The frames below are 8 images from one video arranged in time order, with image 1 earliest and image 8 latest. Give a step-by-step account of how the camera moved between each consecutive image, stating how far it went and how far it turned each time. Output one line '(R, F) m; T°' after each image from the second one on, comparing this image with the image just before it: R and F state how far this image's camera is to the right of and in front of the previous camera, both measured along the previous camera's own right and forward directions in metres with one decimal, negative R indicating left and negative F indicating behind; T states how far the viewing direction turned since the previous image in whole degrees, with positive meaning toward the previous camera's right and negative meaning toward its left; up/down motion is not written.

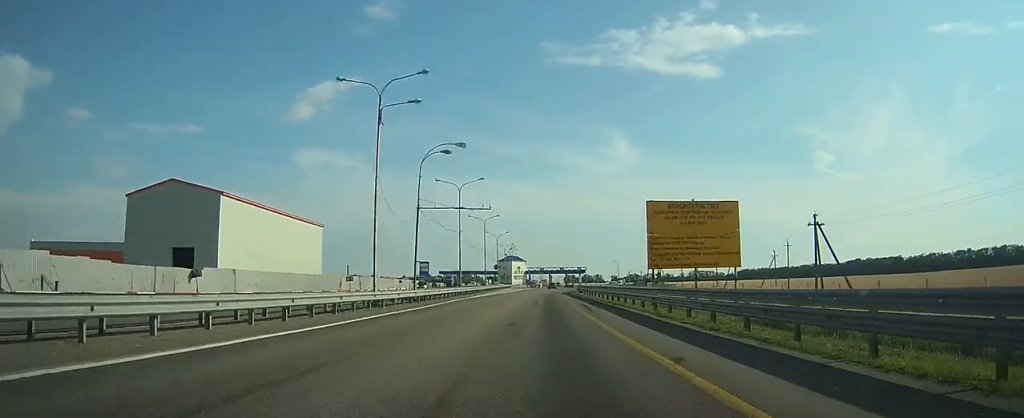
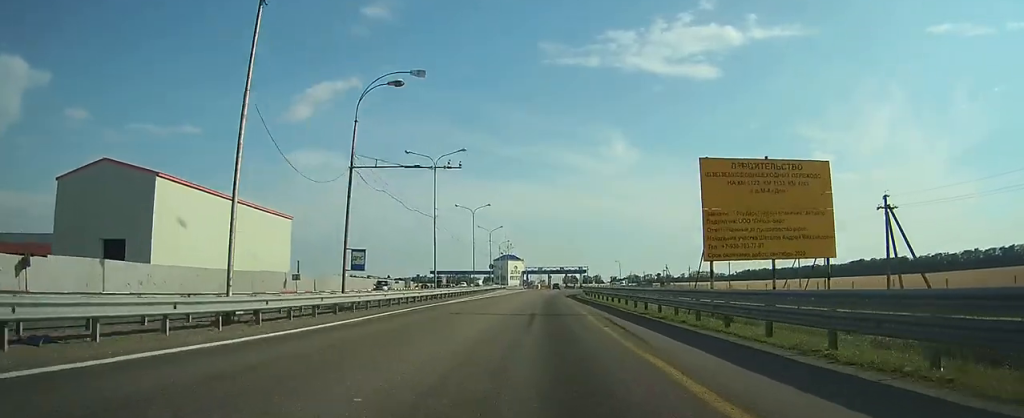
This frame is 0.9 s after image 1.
(0.0, +13.8) m; 0°
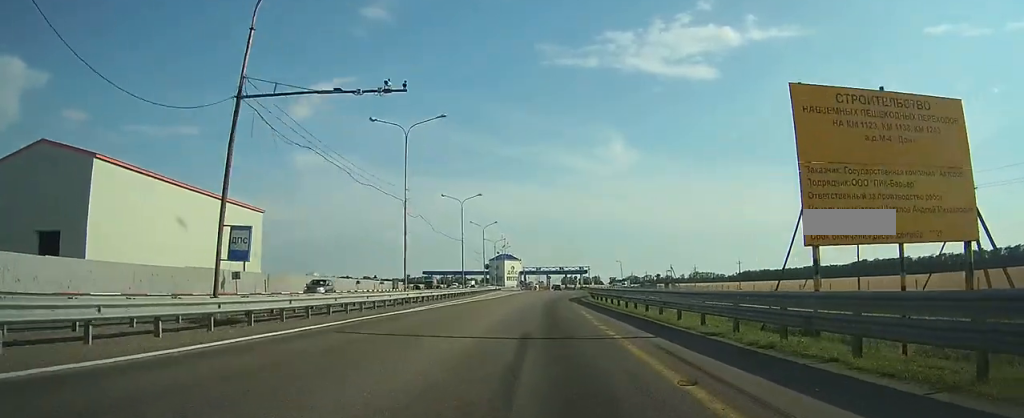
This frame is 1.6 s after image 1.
(0.0, +10.1) m; +1°
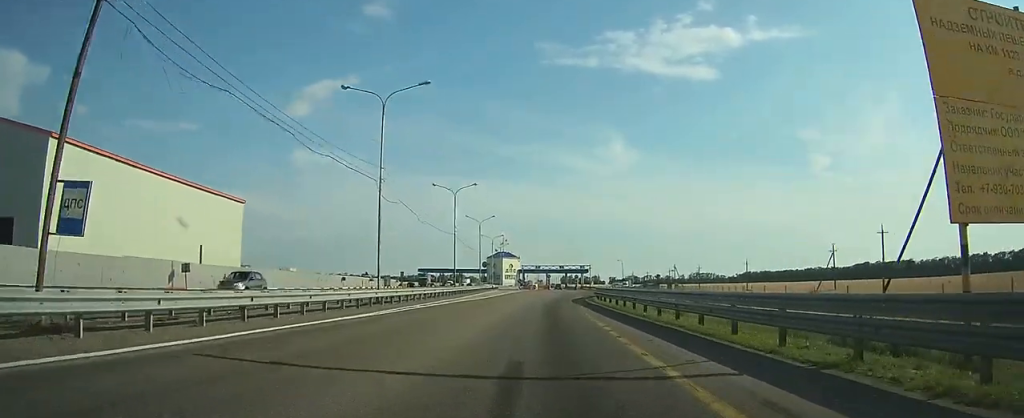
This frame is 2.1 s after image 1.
(+0.1, +6.2) m; 0°
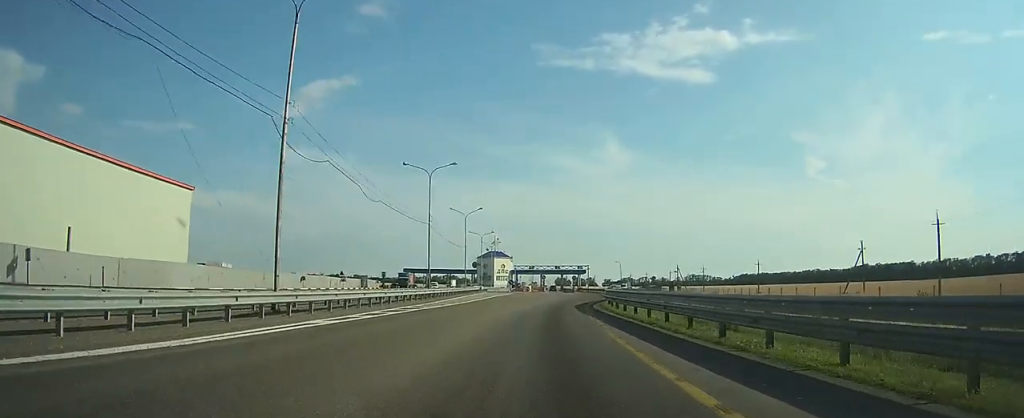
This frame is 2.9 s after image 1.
(+0.1, +12.2) m; +1°
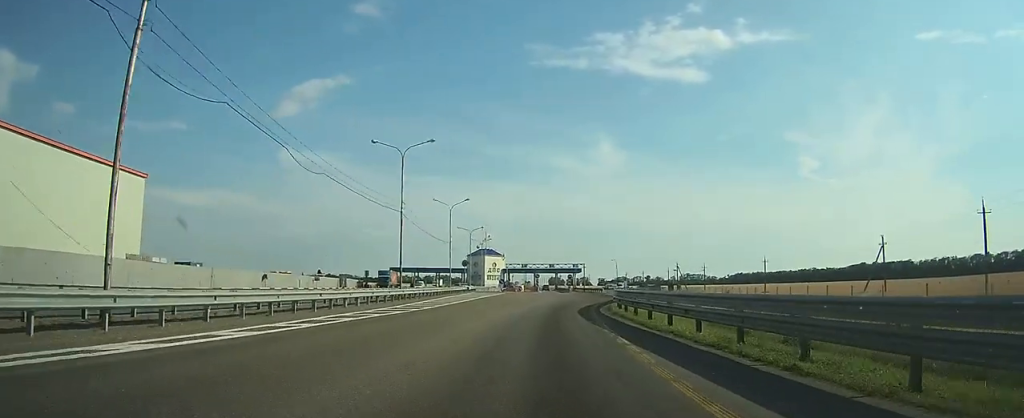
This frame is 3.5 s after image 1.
(0.0, +8.4) m; 0°
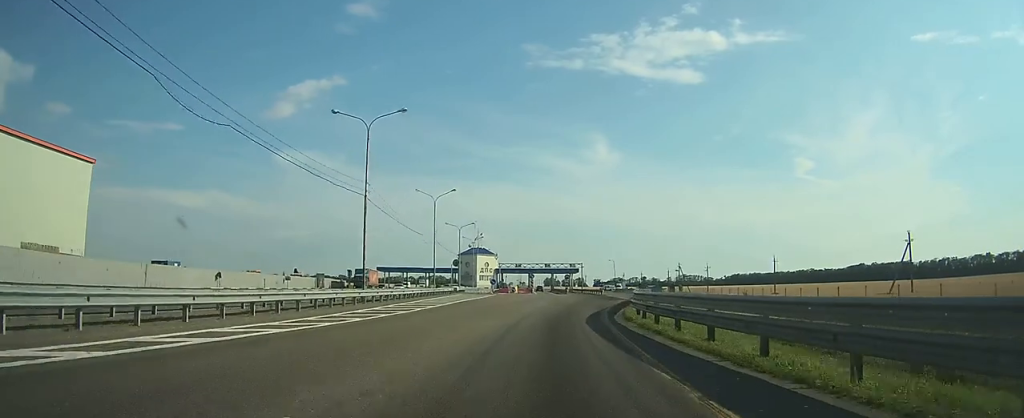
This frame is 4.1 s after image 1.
(0.0, +8.2) m; 0°
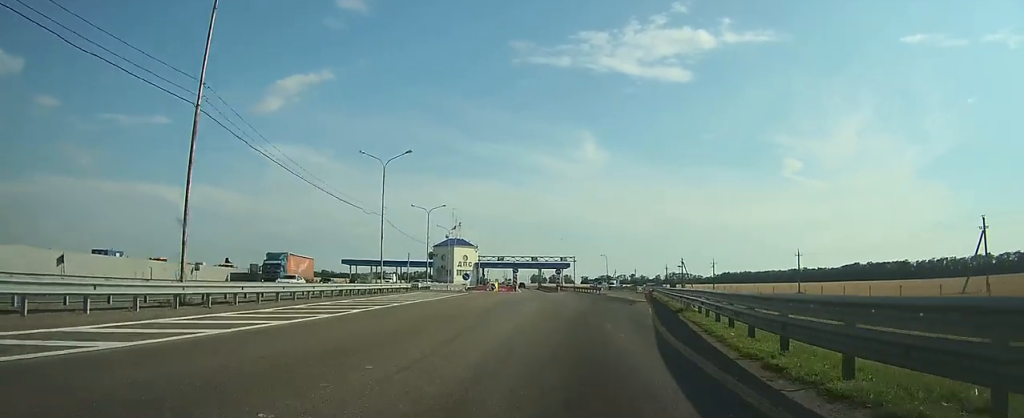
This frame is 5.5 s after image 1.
(+0.1, +18.2) m; +2°
